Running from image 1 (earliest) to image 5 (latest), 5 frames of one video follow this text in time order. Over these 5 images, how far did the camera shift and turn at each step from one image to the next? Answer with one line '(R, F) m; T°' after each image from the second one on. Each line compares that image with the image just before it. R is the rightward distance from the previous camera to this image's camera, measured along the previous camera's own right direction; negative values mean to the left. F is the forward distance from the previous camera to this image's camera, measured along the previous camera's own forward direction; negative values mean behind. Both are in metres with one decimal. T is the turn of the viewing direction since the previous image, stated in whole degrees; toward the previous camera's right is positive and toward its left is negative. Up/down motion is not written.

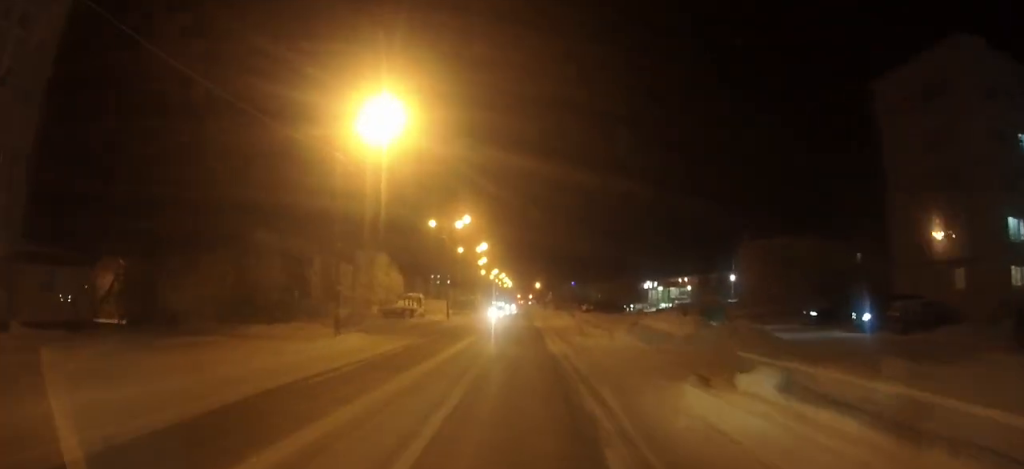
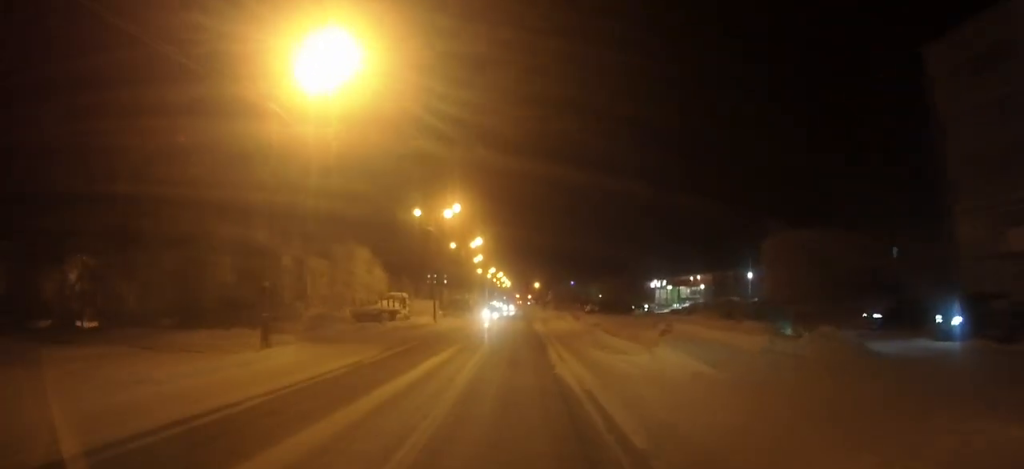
(0.0, +7.9) m; 0°
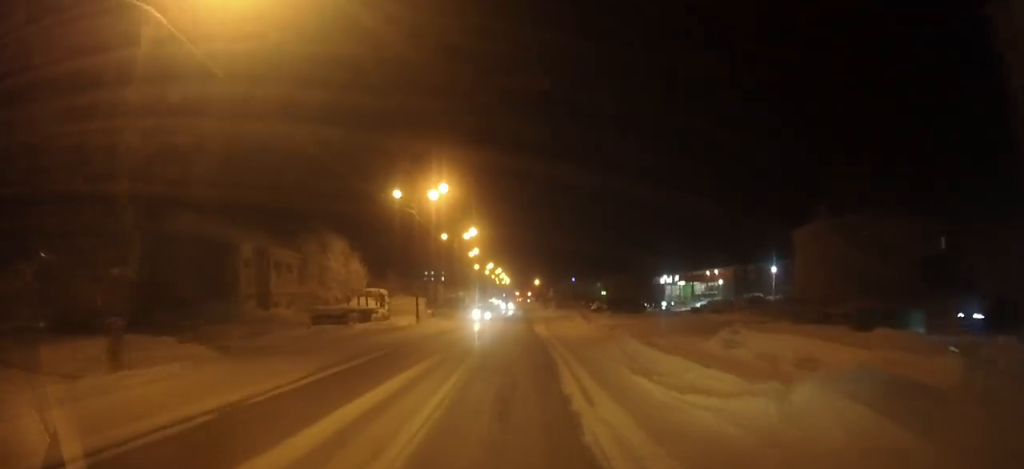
(0.0, +8.8) m; 0°
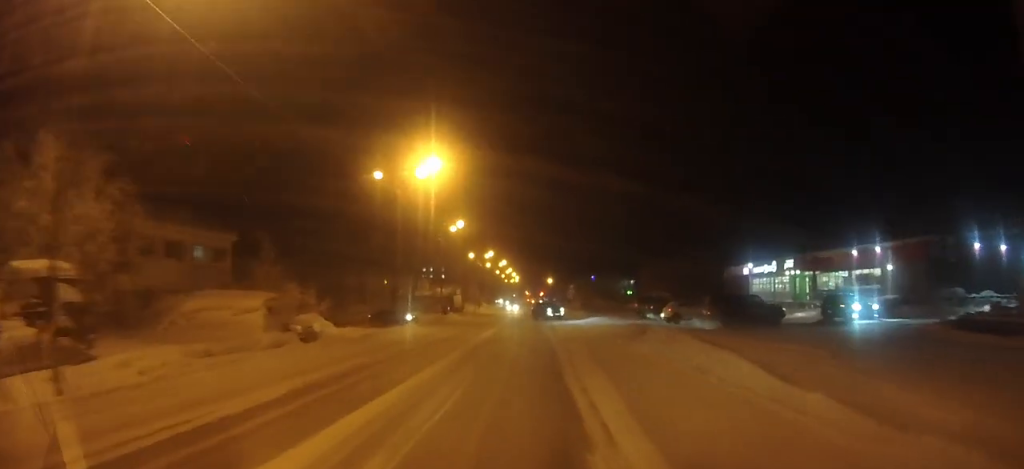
(0.0, +39.0) m; 0°
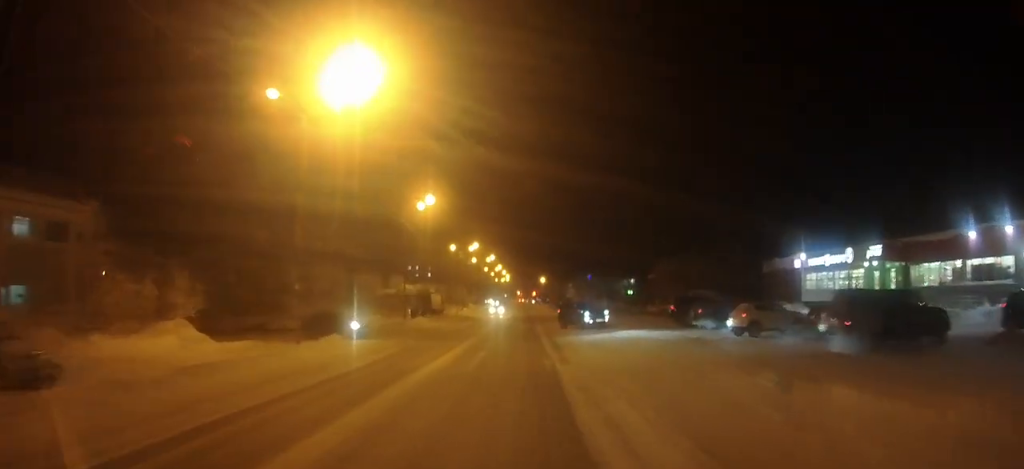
(0.0, +16.6) m; 0°
